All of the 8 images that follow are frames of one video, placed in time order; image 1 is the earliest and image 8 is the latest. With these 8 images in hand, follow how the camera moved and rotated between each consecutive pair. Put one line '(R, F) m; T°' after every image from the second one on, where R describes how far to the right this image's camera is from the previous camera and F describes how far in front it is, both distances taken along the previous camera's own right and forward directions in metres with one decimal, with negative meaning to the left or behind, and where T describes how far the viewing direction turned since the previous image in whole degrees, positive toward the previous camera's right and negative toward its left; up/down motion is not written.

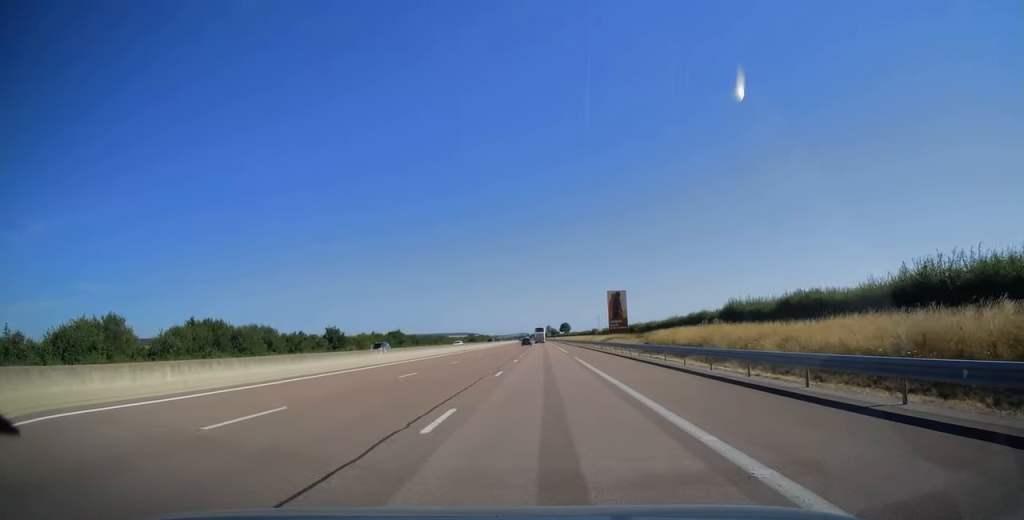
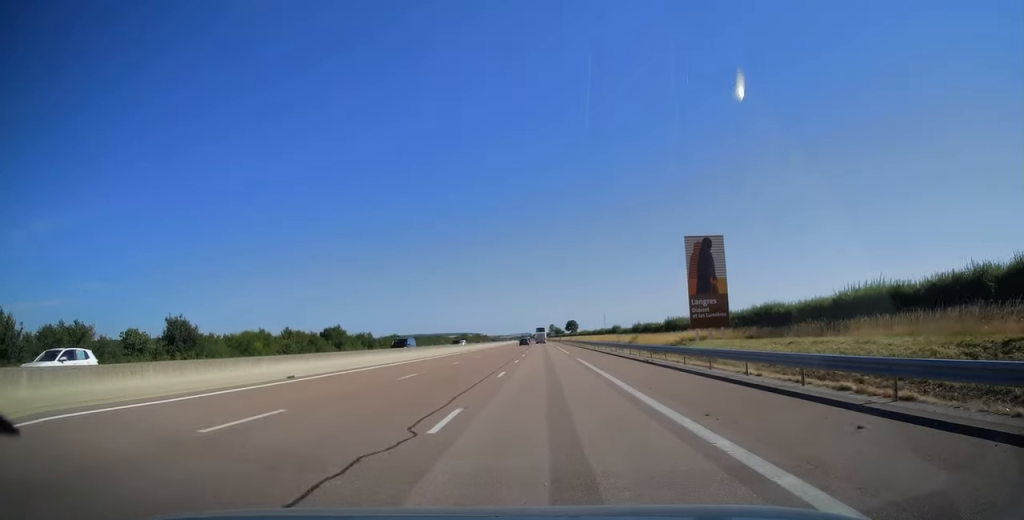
(-0.2, +51.7) m; 0°
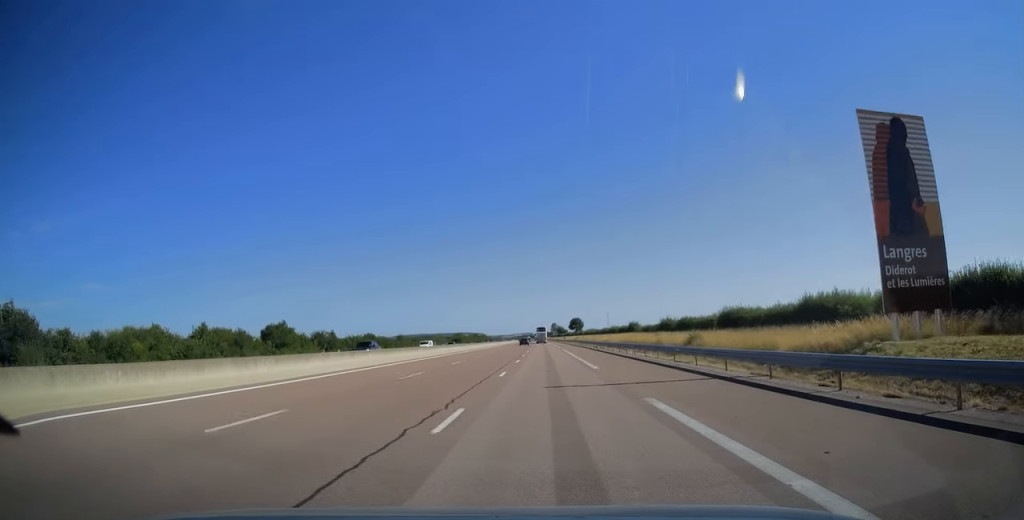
(0.0, +25.8) m; 0°
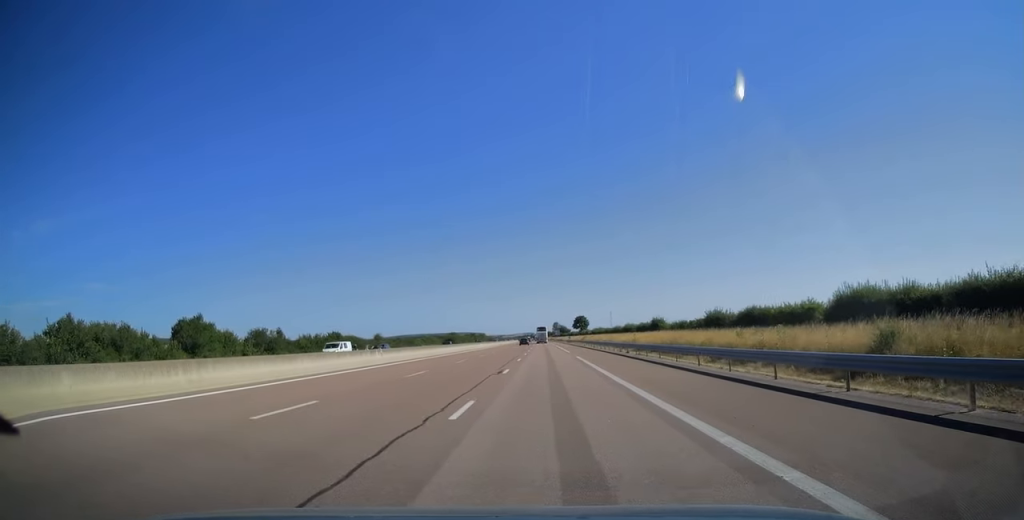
(0.0, +24.3) m; 0°
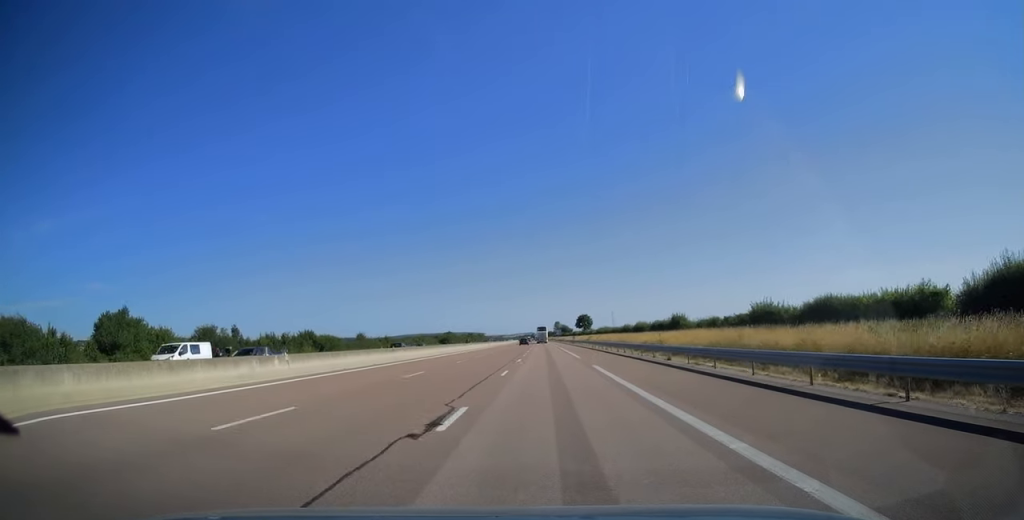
(0.0, +14.2) m; 0°
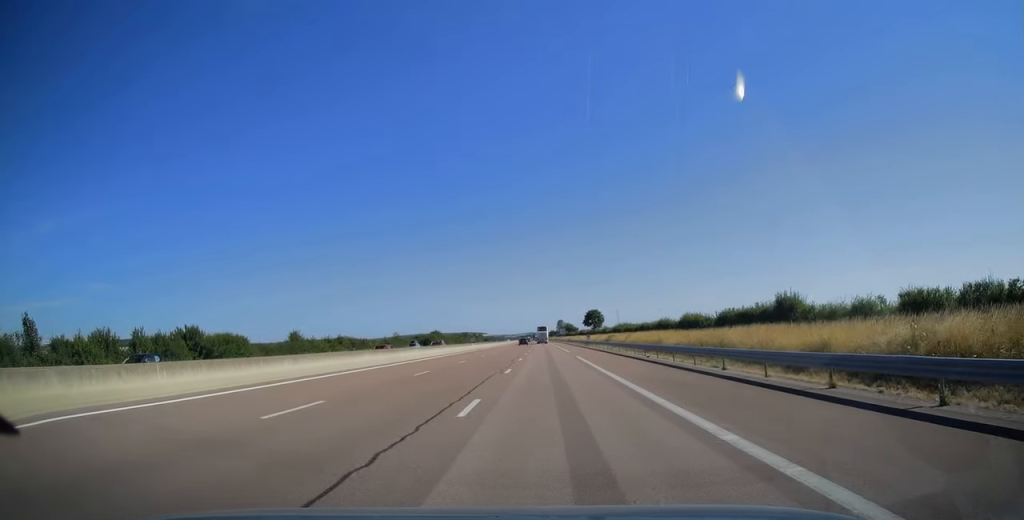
(-0.1, +36.9) m; 0°
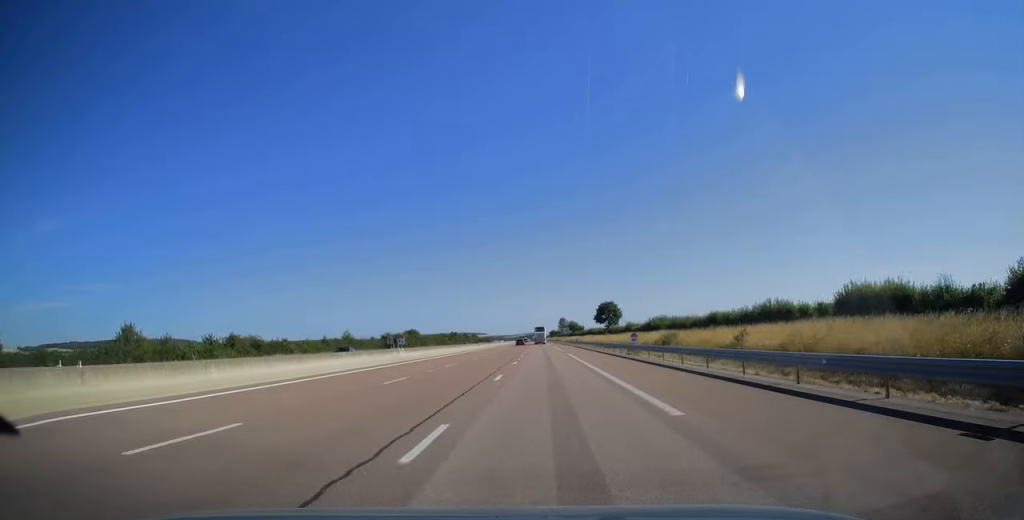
(0.0, +42.4) m; 0°
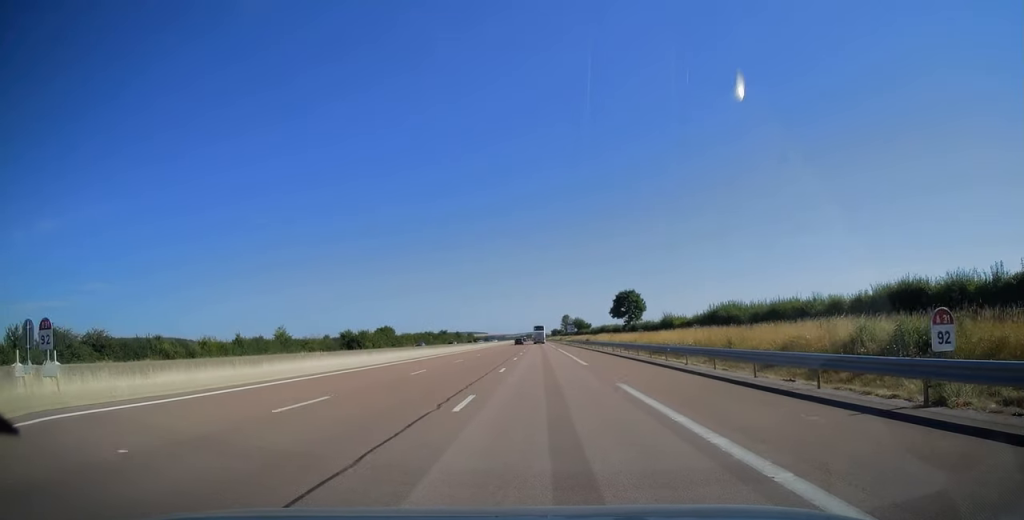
(-0.1, +33.4) m; 0°
